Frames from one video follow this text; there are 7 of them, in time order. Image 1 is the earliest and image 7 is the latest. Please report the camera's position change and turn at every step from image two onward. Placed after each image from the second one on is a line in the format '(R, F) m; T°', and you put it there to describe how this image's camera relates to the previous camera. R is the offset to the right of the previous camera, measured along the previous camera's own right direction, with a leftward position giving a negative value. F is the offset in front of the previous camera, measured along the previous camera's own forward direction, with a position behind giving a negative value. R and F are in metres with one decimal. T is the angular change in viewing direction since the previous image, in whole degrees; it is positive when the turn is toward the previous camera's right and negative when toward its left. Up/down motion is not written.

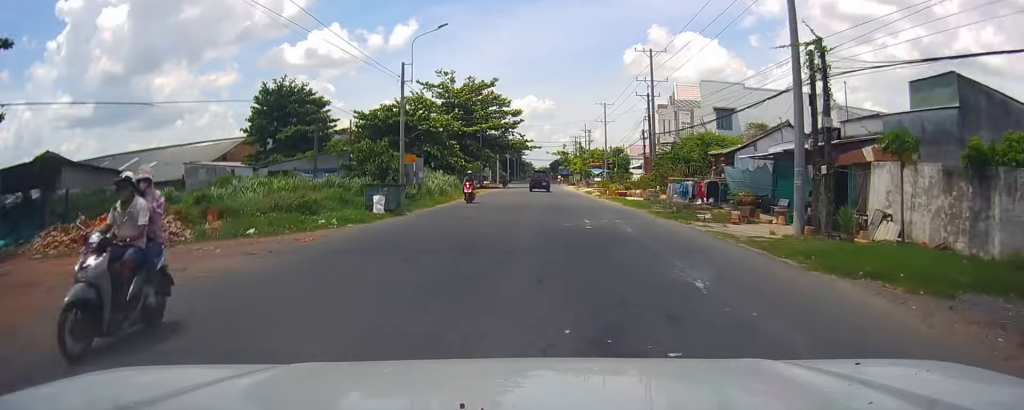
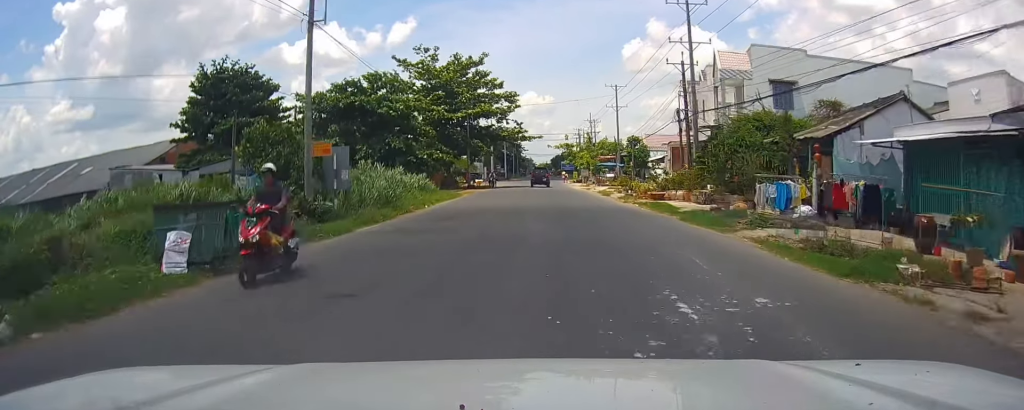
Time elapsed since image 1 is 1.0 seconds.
(+0.1, +13.2) m; 0°
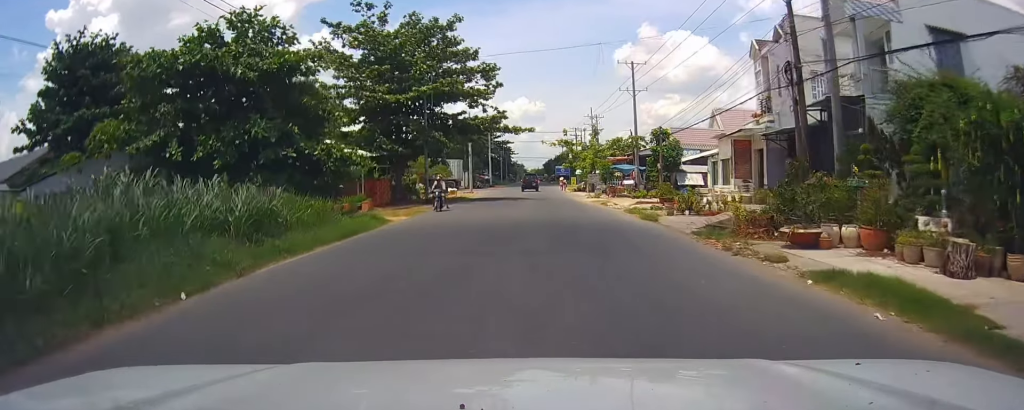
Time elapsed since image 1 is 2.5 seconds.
(-0.1, +19.1) m; +1°
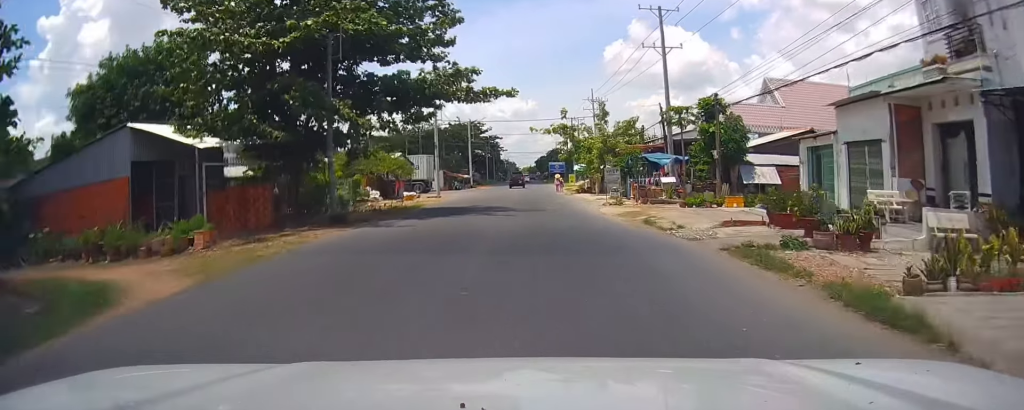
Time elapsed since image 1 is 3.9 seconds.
(+0.2, +17.7) m; -2°
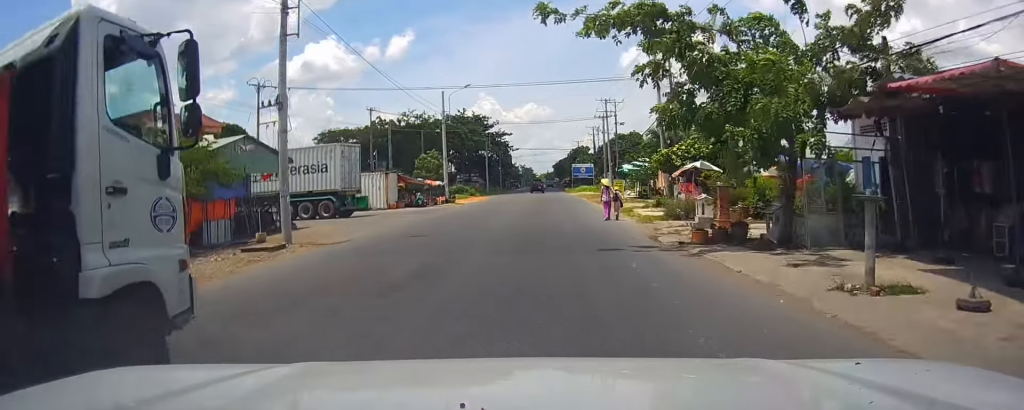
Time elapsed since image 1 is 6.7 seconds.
(+0.2, +34.6) m; +1°
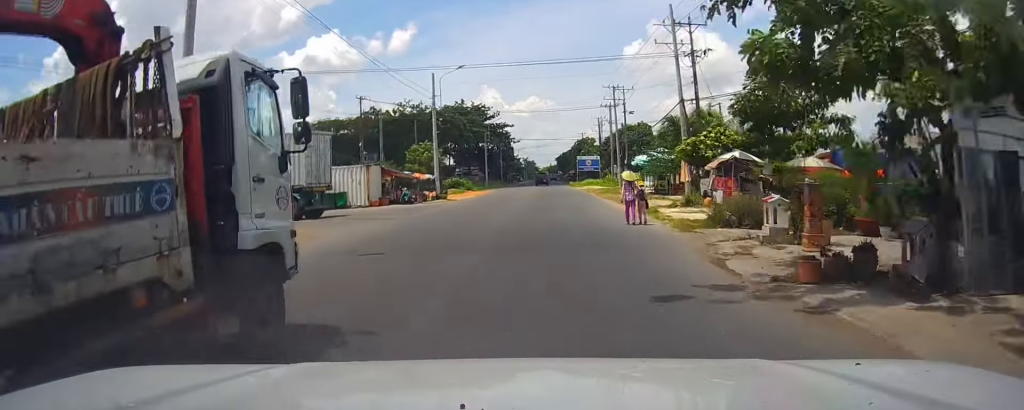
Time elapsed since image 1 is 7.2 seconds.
(-0.1, +6.1) m; -1°
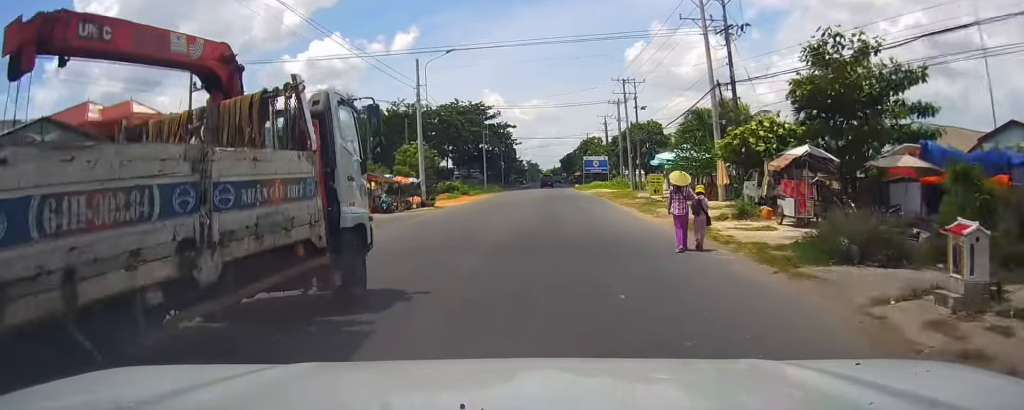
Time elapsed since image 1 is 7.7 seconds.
(-0.1, +6.8) m; -1°
